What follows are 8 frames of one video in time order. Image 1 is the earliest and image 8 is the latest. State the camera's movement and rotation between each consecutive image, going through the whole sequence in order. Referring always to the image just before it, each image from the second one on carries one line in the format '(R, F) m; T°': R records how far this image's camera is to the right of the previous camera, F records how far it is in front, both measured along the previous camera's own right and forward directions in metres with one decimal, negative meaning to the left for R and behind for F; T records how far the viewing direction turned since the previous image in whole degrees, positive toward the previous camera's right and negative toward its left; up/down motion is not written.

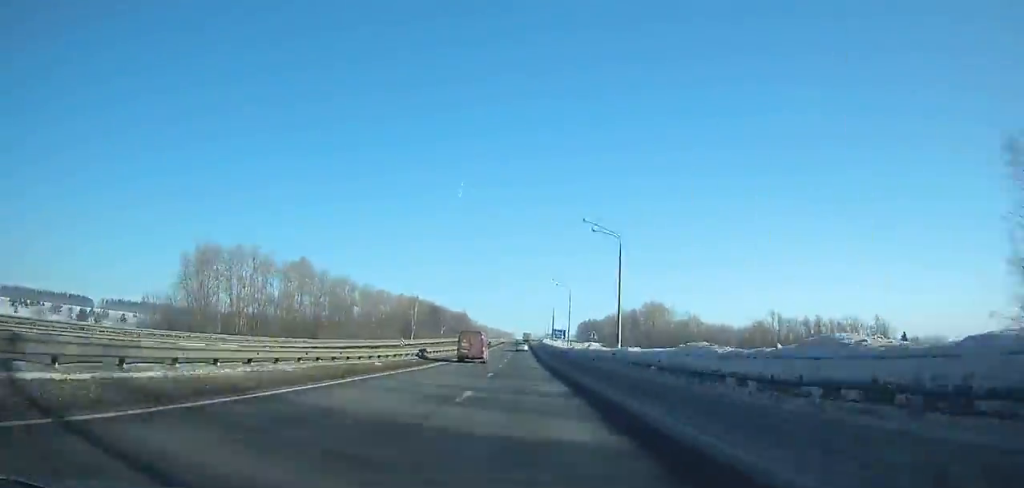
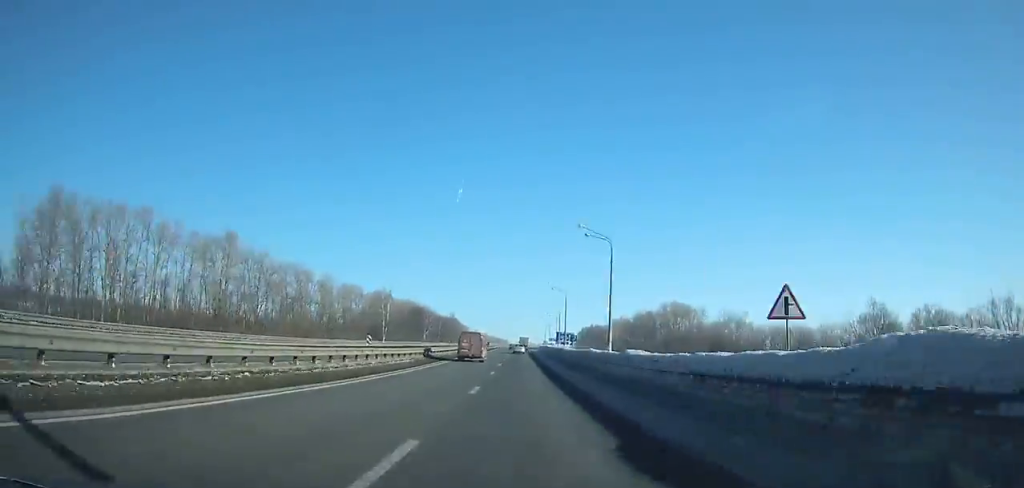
(0.0, +43.6) m; 0°
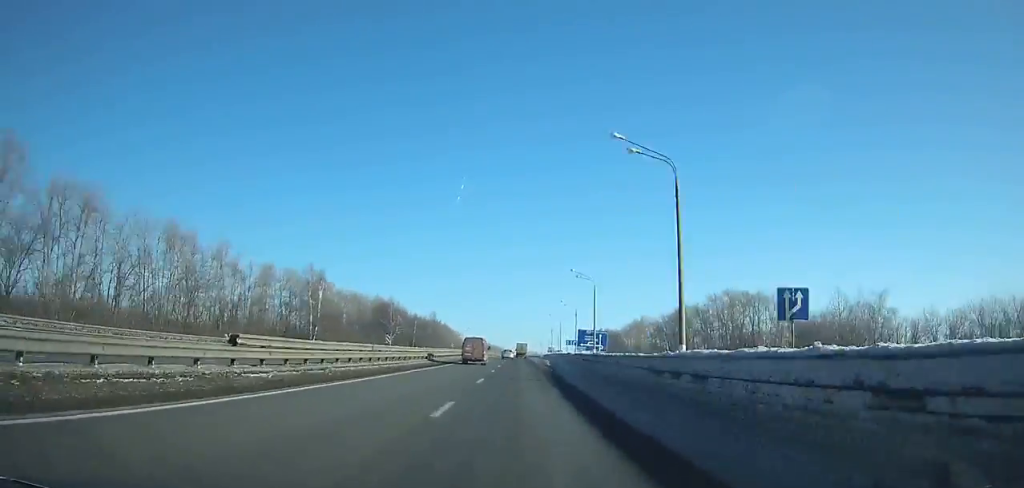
(+0.1, +67.5) m; 0°
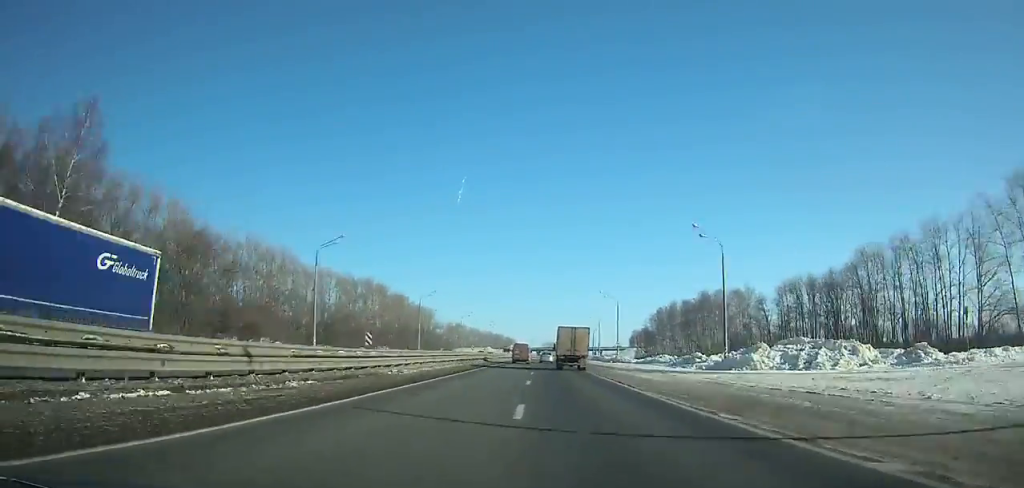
(-1.3, +230.2) m; +1°
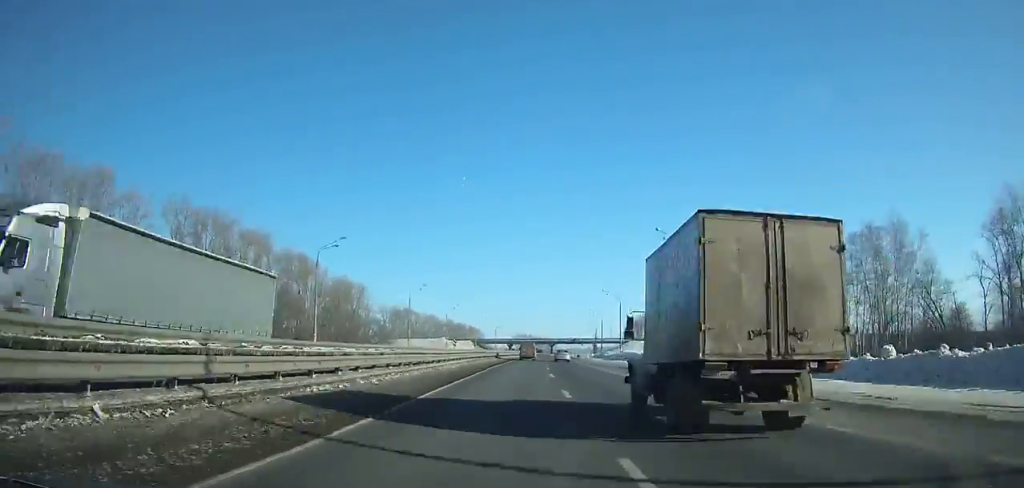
(+1.8, +90.4) m; +3°
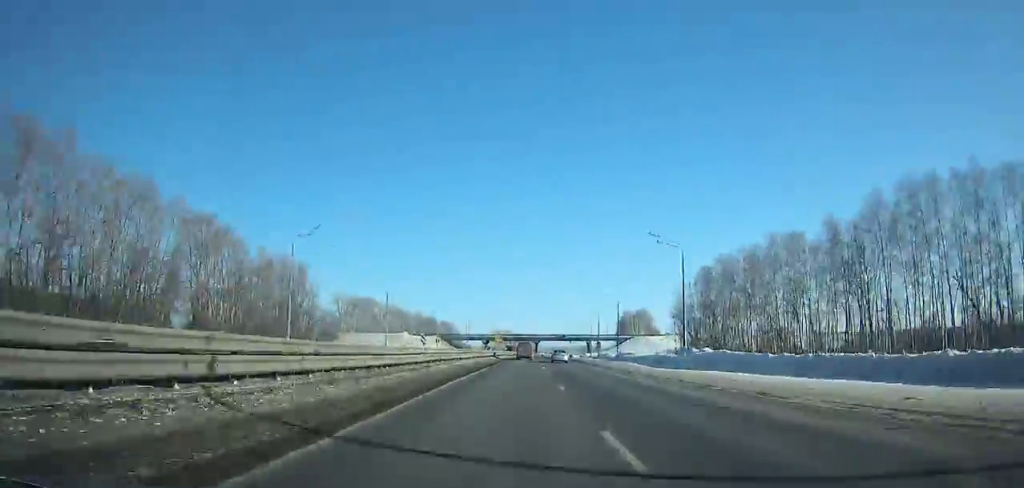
(+0.9, +43.6) m; +2°
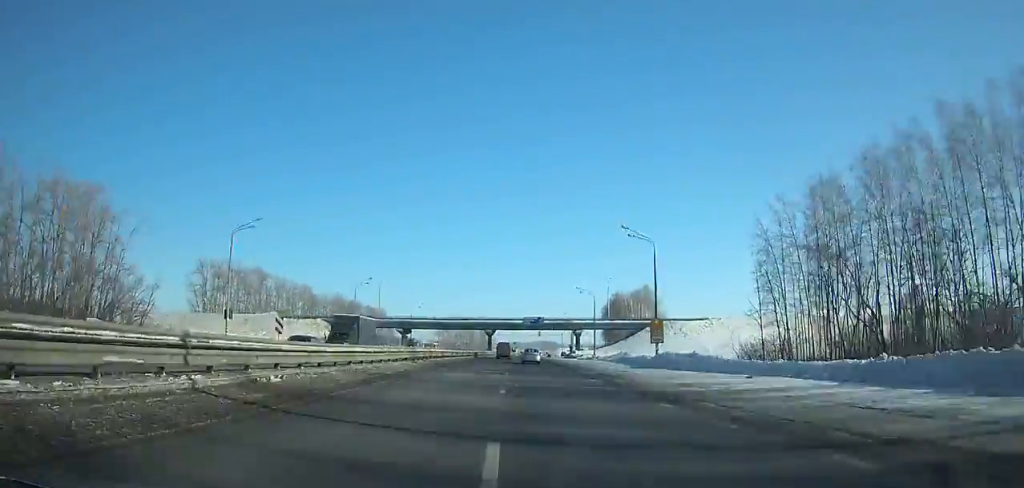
(+2.5, +83.3) m; +3°
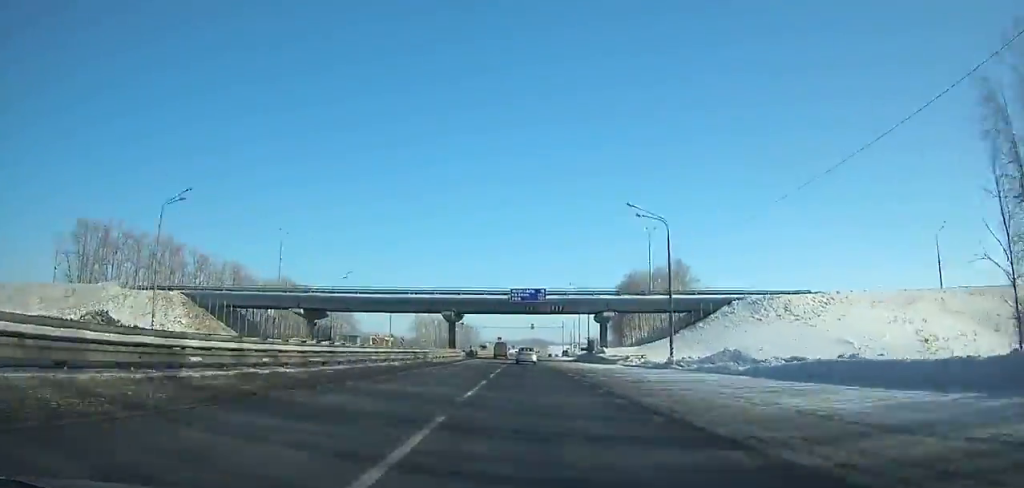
(+0.5, +50.2) m; +1°
